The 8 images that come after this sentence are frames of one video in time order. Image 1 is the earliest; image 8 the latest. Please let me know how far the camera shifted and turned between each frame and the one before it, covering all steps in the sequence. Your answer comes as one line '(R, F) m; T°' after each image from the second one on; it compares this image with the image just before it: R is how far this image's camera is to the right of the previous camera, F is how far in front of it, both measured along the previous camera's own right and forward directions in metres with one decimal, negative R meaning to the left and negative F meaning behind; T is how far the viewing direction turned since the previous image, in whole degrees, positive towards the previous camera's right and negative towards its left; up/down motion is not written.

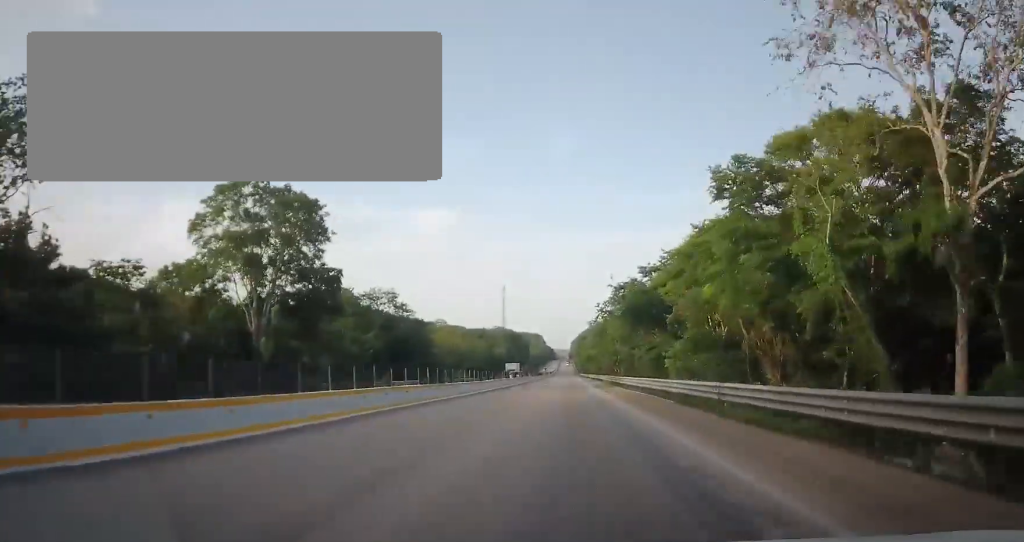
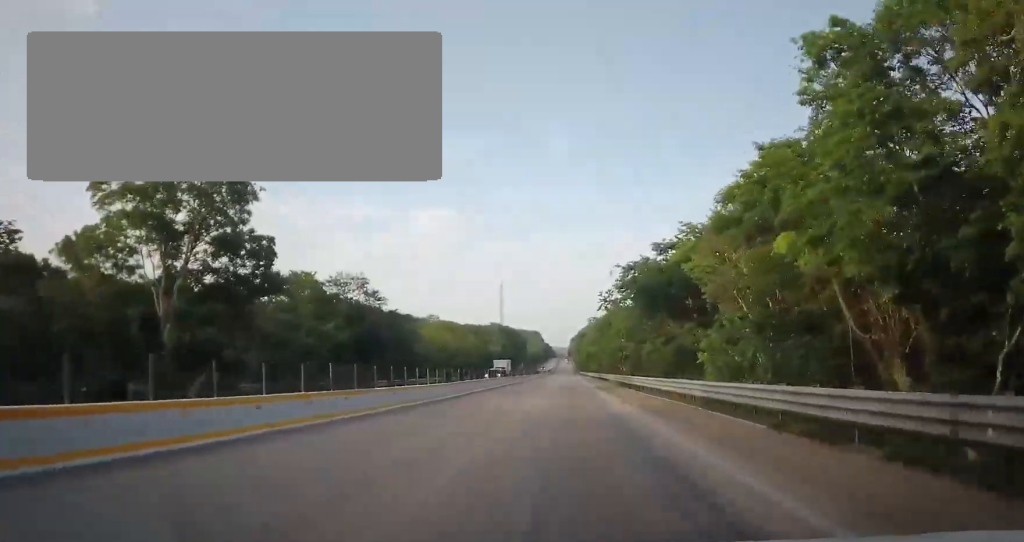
(+0.1, +11.4) m; 0°
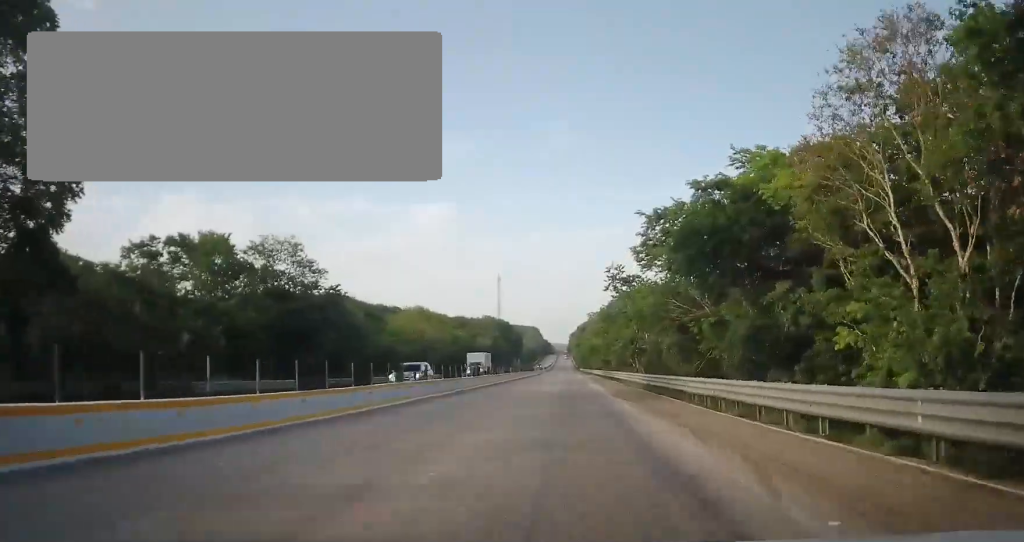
(+0.4, +17.5) m; 0°
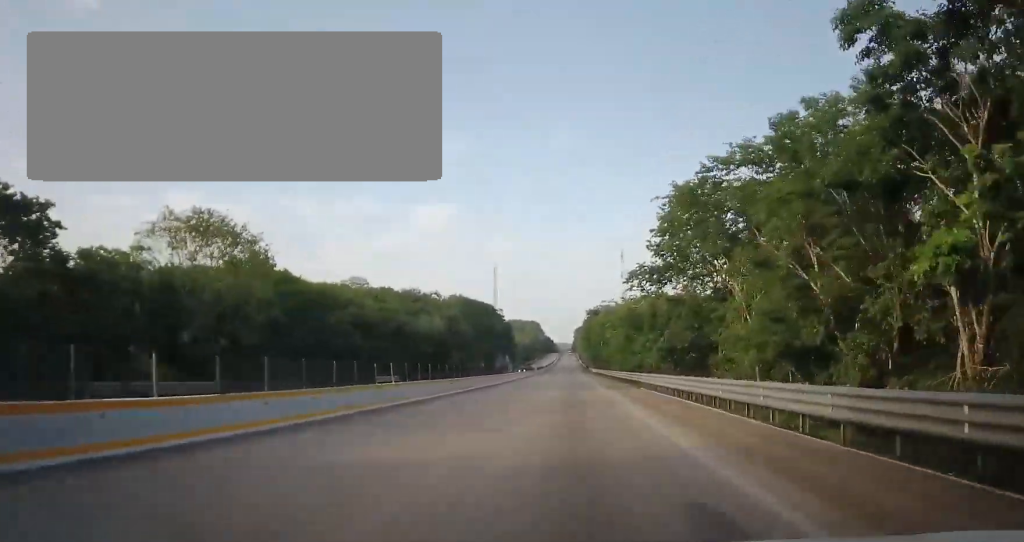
(+0.1, +62.0) m; +1°
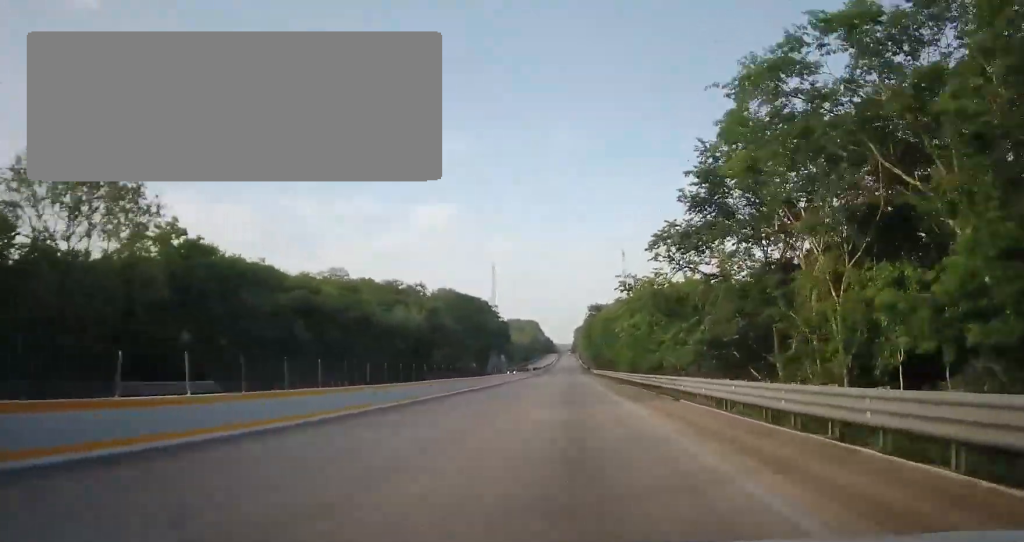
(0.0, +12.8) m; 0°
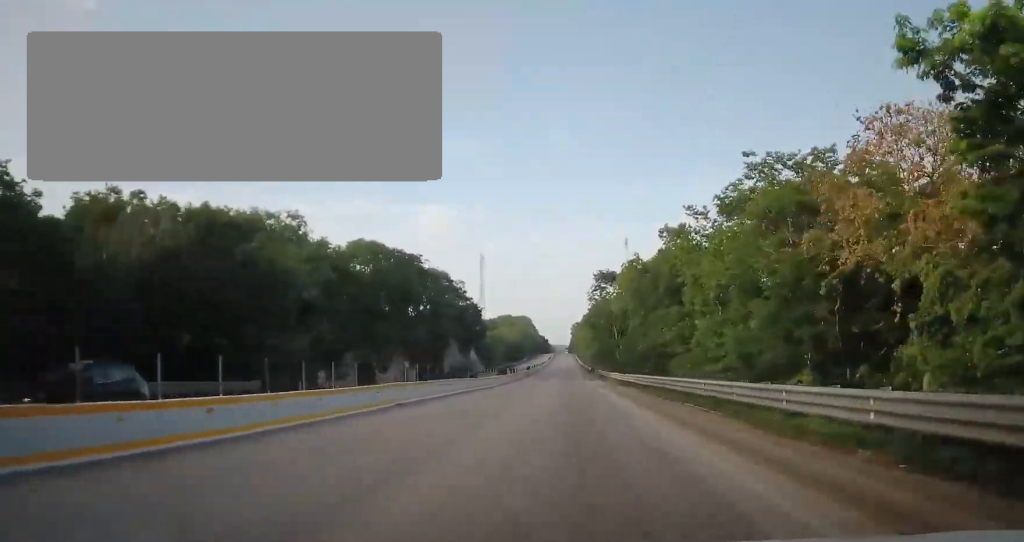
(+0.2, +49.8) m; +1°
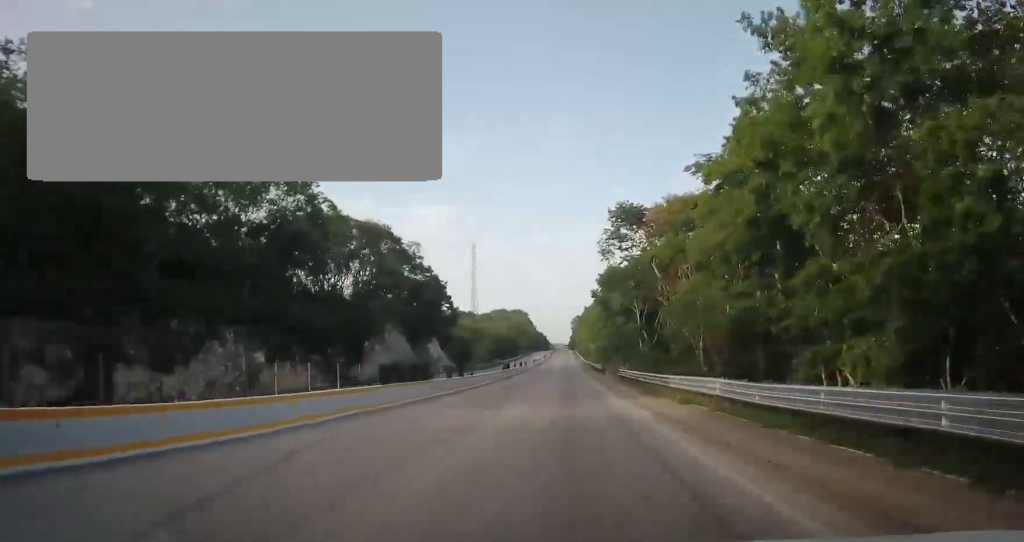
(+0.3, +36.1) m; 0°
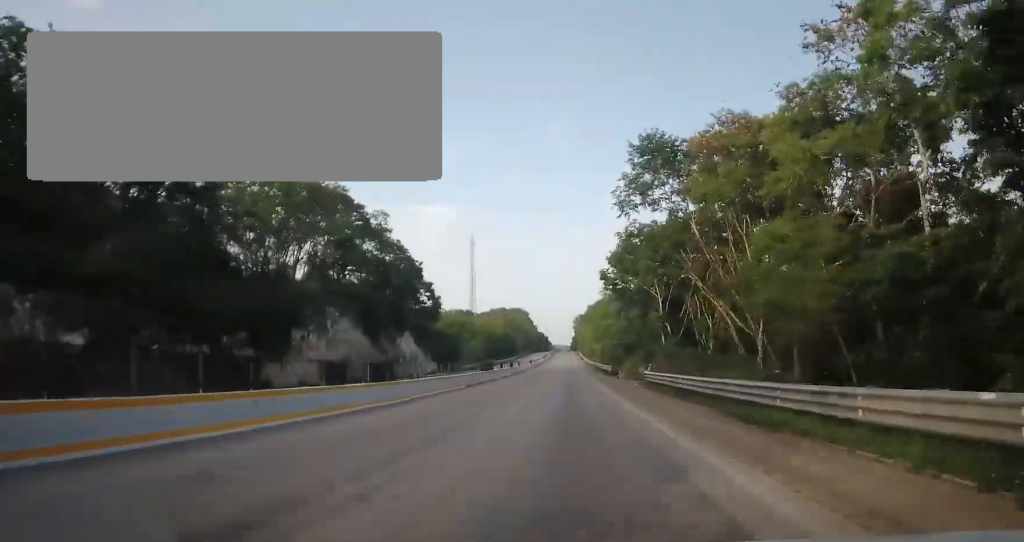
(+0.1, +16.6) m; -1°
